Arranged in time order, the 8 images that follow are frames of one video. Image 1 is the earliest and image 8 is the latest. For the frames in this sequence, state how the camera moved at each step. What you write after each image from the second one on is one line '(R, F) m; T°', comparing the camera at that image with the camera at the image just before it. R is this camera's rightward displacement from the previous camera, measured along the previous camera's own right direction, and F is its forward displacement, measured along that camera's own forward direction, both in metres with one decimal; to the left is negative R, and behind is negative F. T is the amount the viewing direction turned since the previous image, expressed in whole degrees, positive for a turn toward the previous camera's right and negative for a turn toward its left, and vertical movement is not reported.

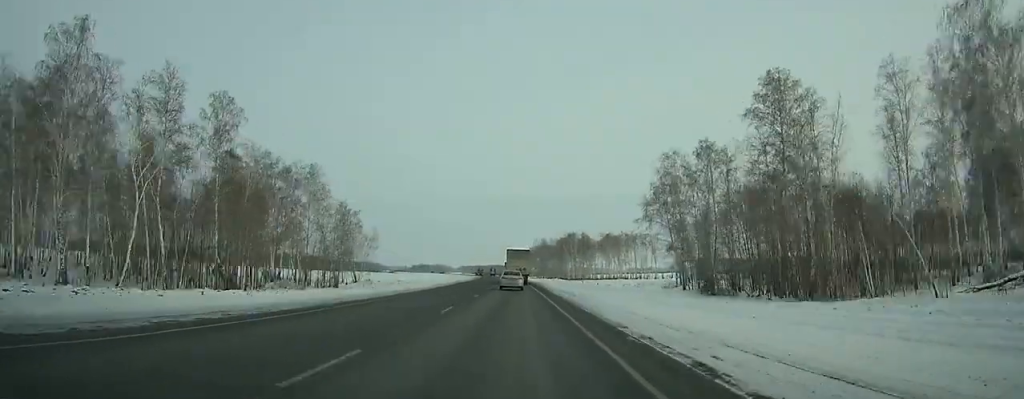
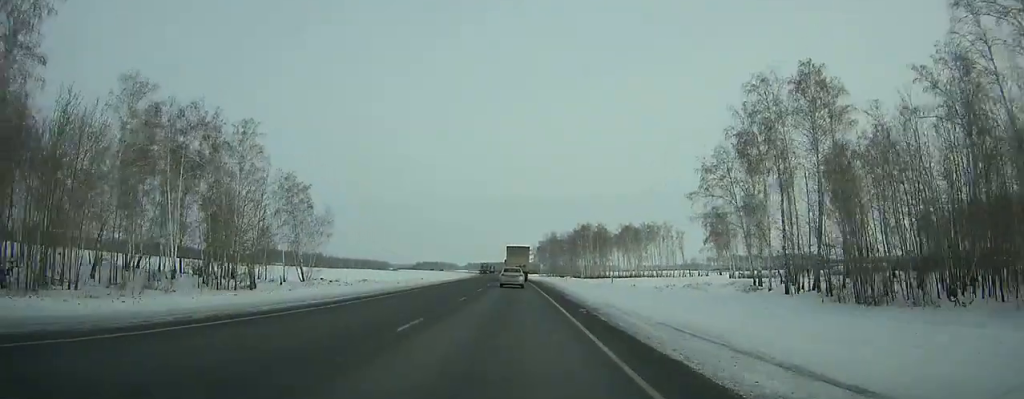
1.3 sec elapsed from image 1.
(-0.1, +29.6) m; -1°
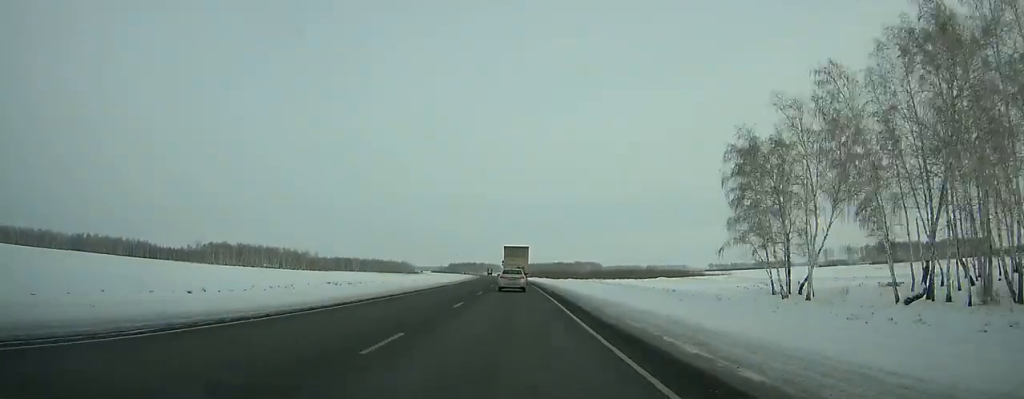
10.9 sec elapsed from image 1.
(-10.7, +217.4) m; -5°
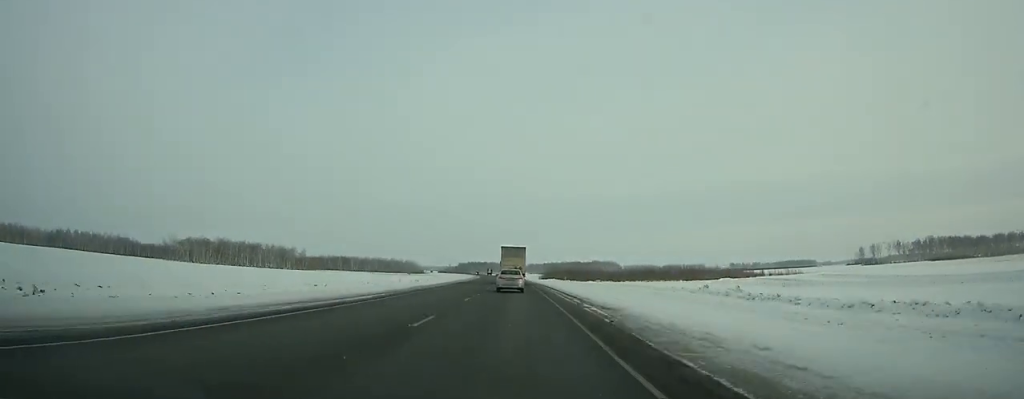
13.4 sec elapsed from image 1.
(-0.5, +55.9) m; -1°
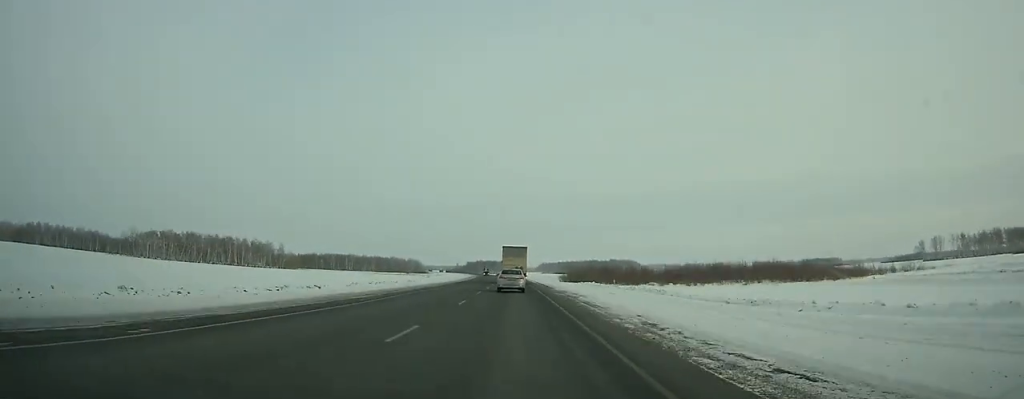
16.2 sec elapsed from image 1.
(-0.9, +62.3) m; -1°
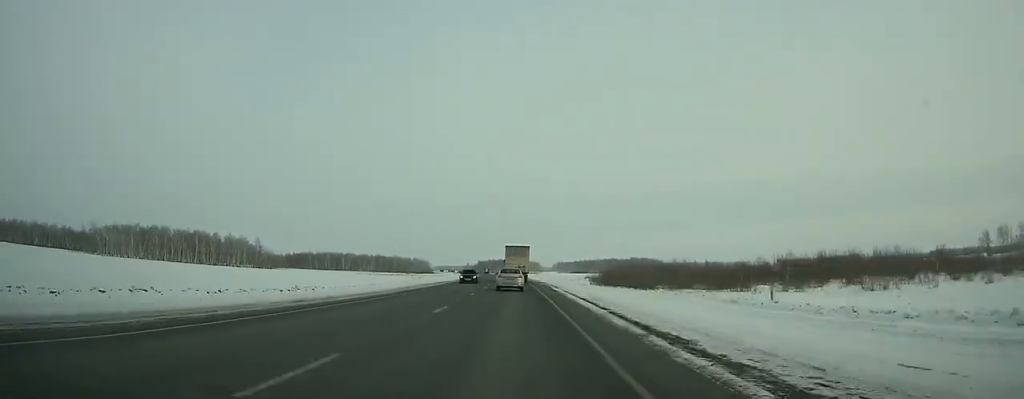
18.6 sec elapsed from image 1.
(-0.6, +53.3) m; -1°
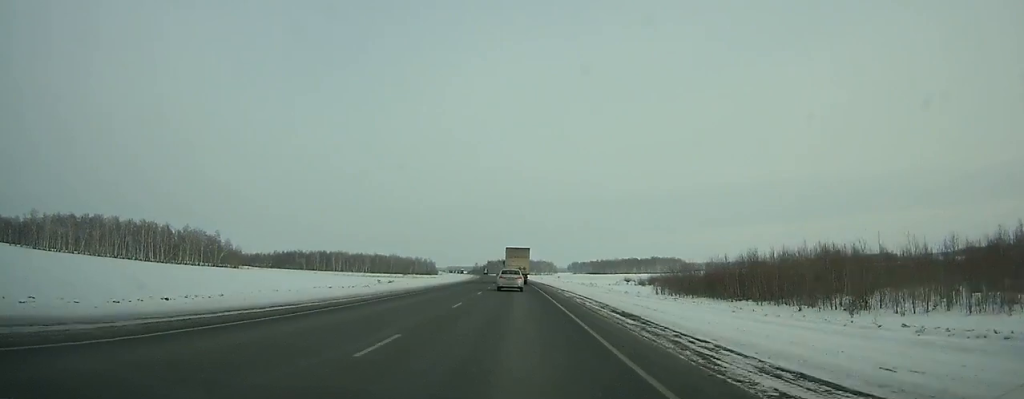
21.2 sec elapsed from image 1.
(-0.7, +57.7) m; -1°
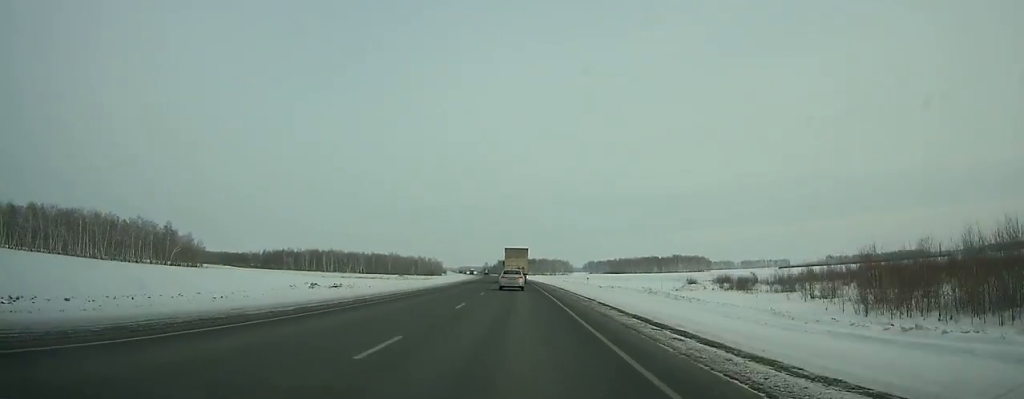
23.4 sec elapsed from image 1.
(-0.4, +49.1) m; -1°
